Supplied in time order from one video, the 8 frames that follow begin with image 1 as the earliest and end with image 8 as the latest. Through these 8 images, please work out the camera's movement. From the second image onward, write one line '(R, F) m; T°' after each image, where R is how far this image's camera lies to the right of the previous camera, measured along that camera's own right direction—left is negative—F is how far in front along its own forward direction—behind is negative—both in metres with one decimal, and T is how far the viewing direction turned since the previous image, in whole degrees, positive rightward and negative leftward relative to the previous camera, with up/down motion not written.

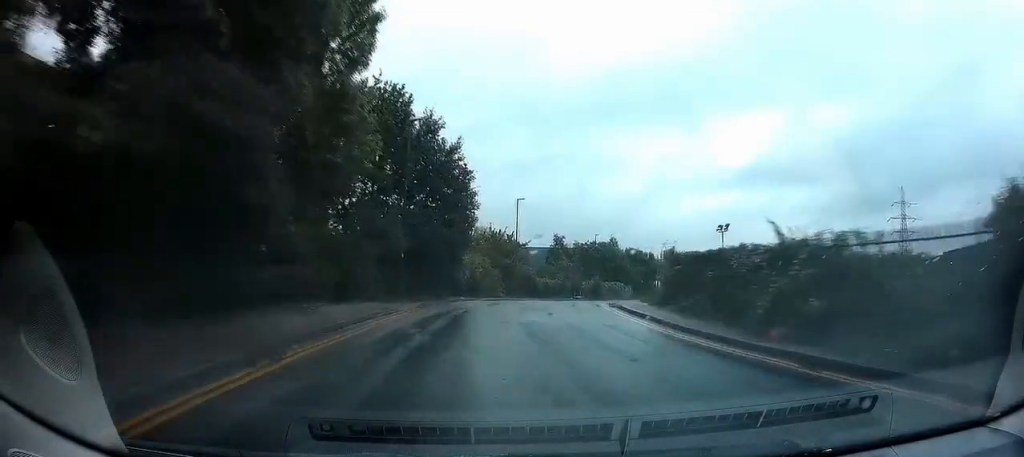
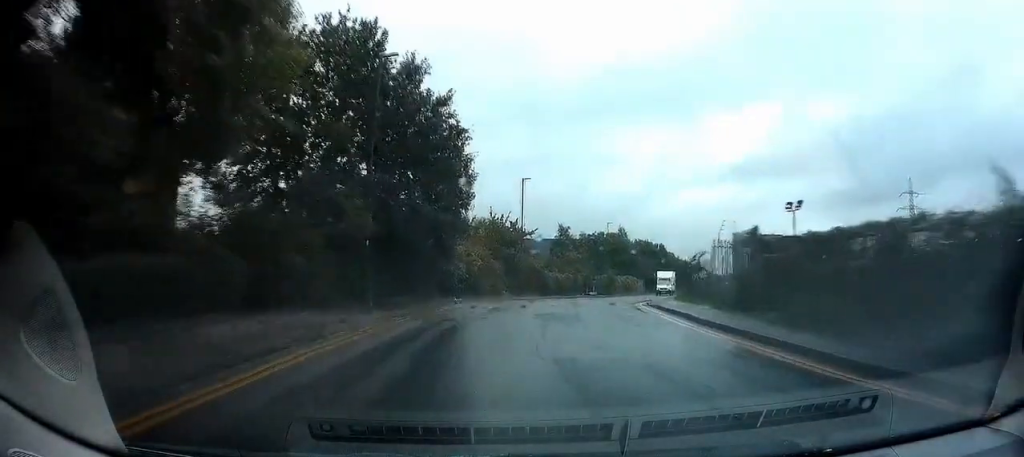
(0.0, +8.0) m; 0°
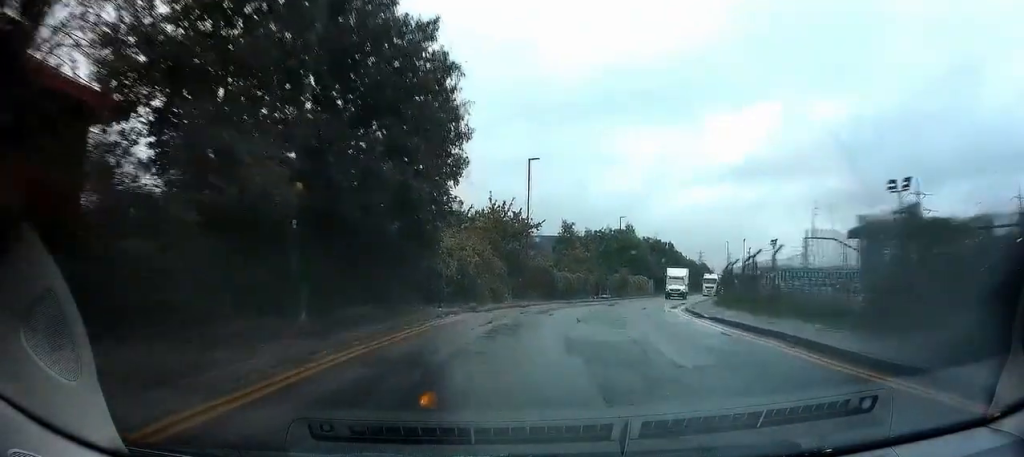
(+0.1, +7.5) m; +1°
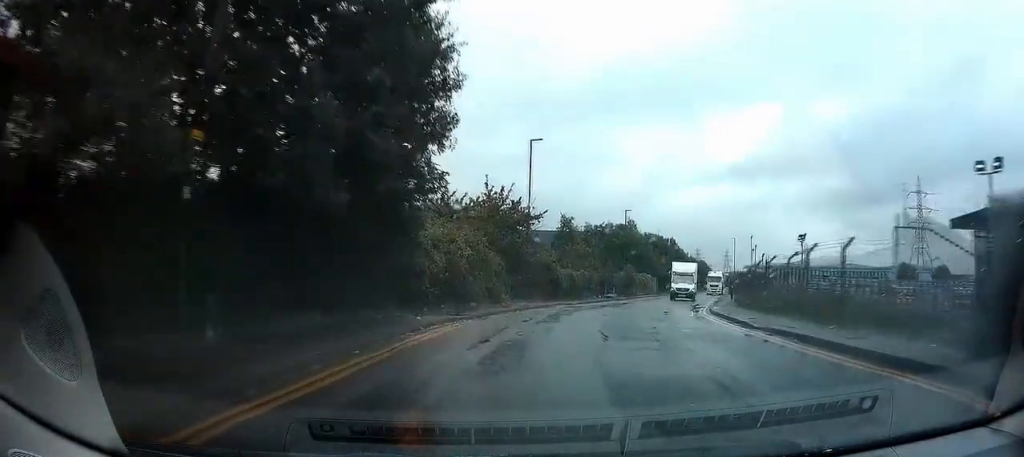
(0.0, +4.8) m; 0°
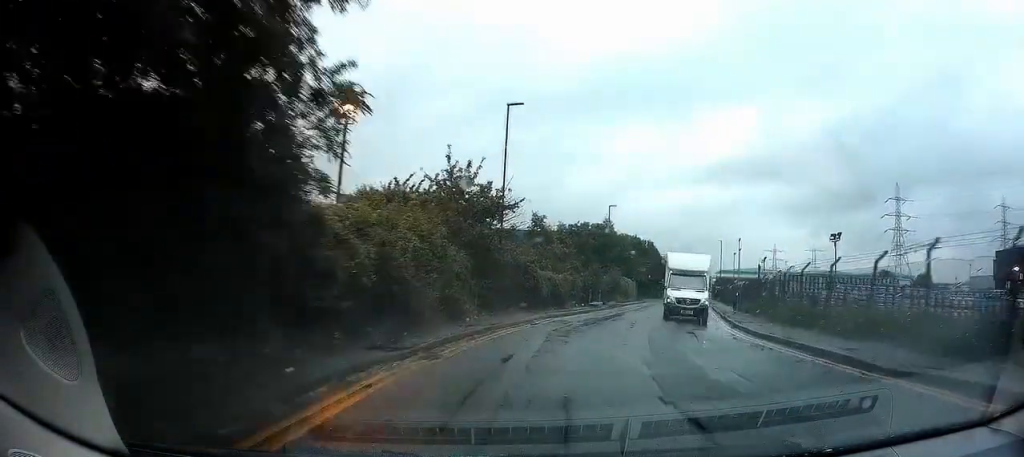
(+0.2, +8.4) m; +2°
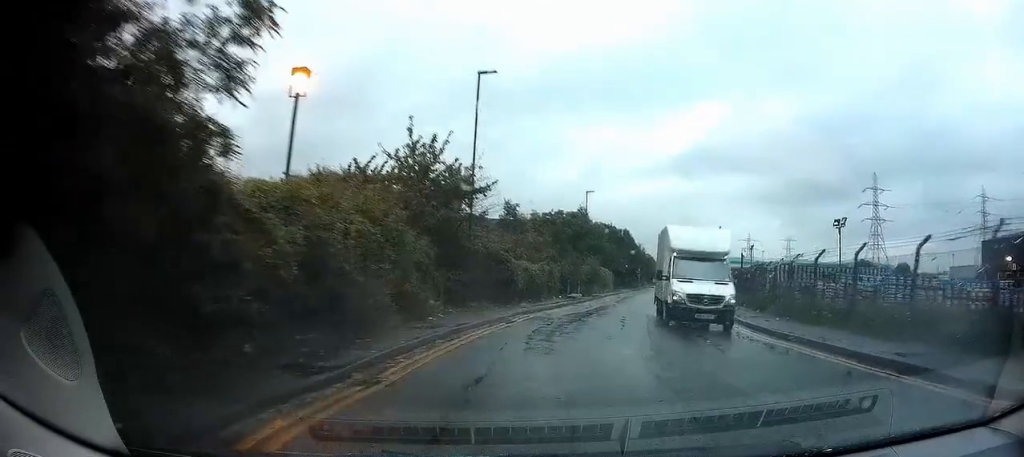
(+0.1, +3.2) m; +1°
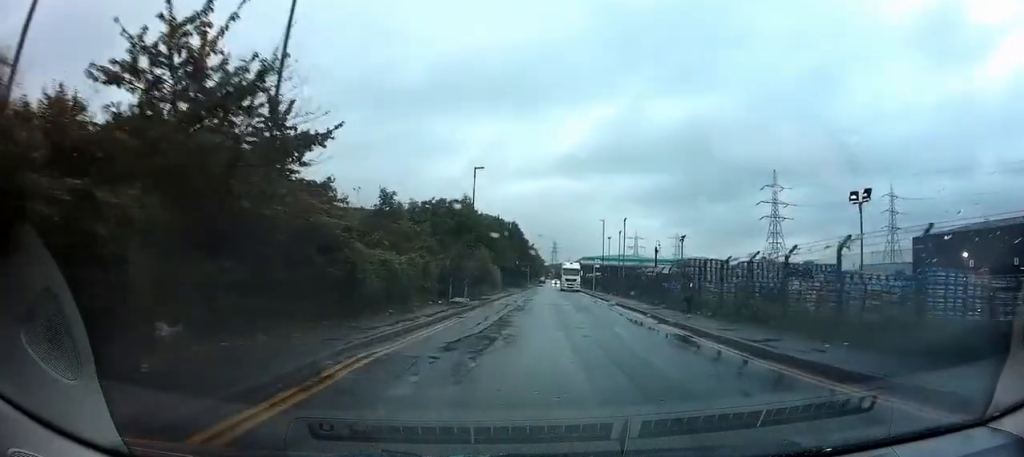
(+0.7, +10.1) m; +11°
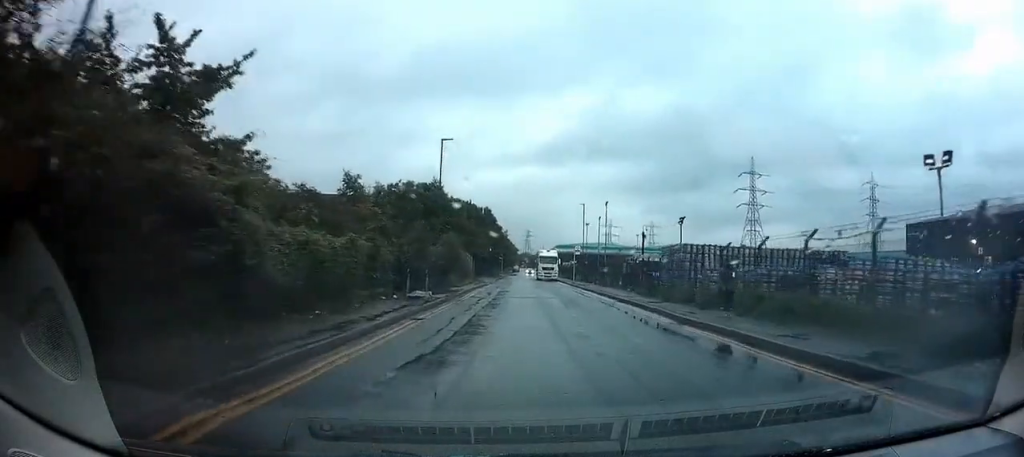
(+0.3, +4.3) m; +5°
